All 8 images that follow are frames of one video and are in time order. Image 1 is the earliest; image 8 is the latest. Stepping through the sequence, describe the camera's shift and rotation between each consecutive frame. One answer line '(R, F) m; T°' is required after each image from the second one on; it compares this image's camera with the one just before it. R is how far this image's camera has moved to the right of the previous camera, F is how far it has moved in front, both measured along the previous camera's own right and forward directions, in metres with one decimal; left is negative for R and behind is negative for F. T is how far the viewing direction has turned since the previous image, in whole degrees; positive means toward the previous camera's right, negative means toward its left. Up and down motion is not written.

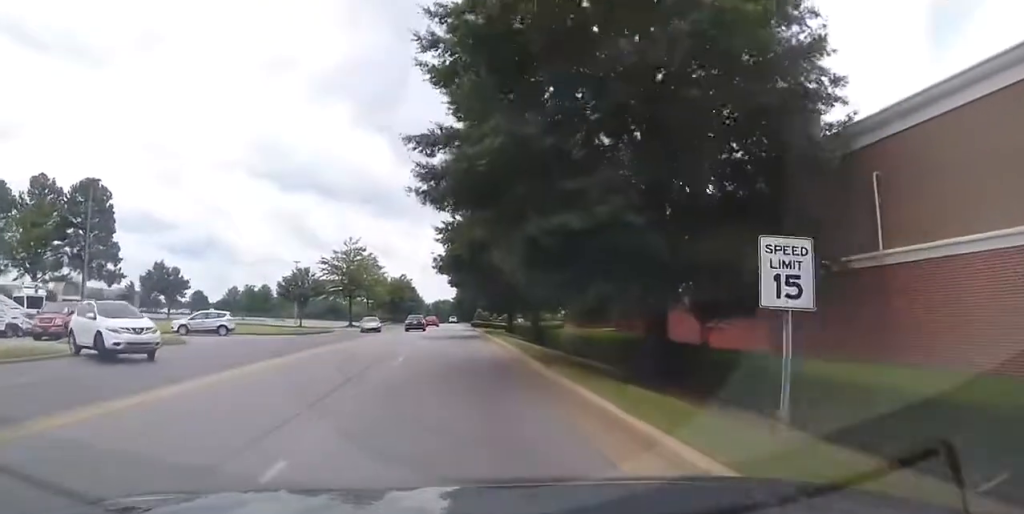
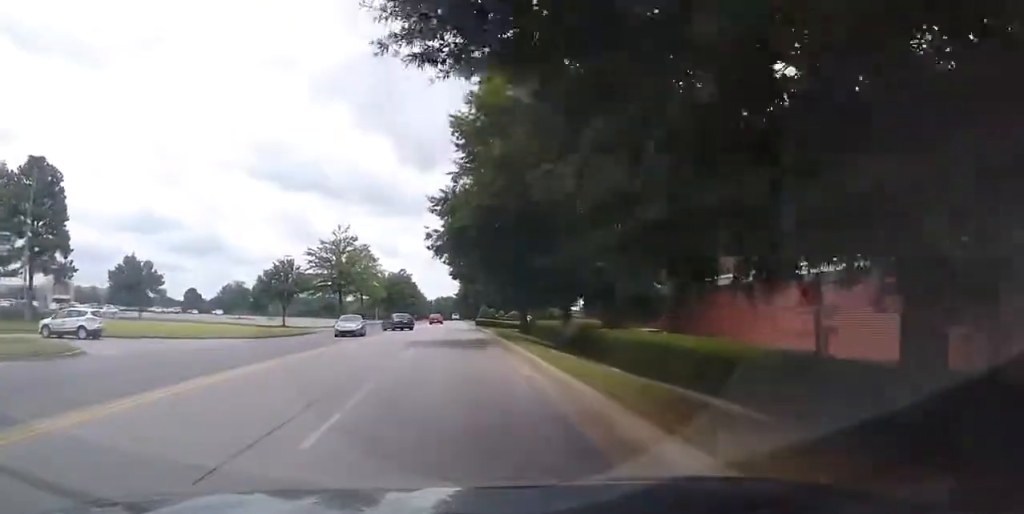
(0.0, +8.7) m; -2°
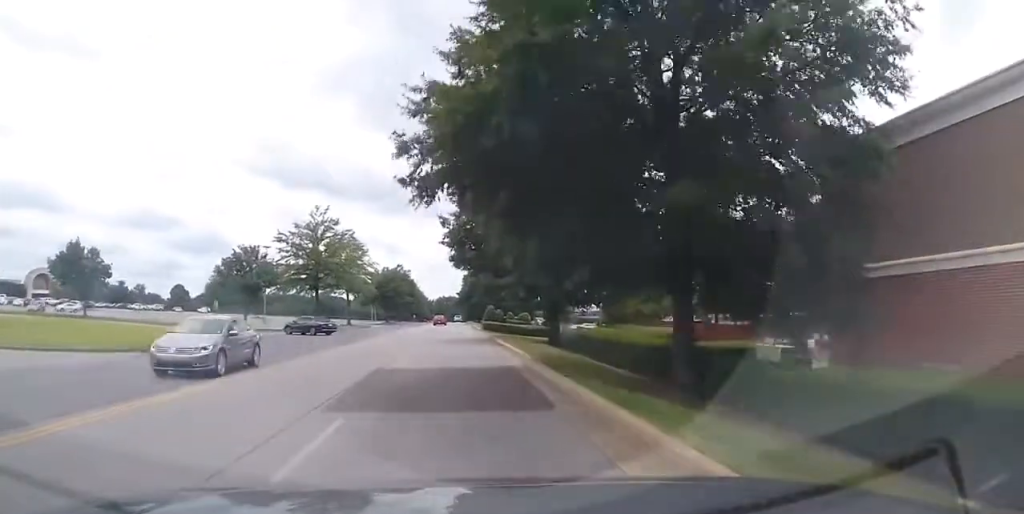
(-0.5, +13.3) m; -1°
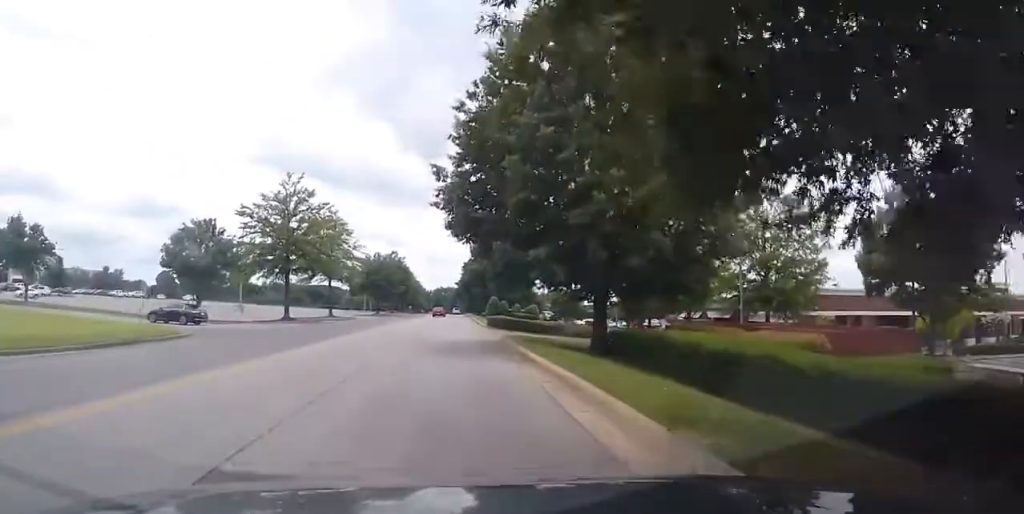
(+0.4, +10.5) m; +1°
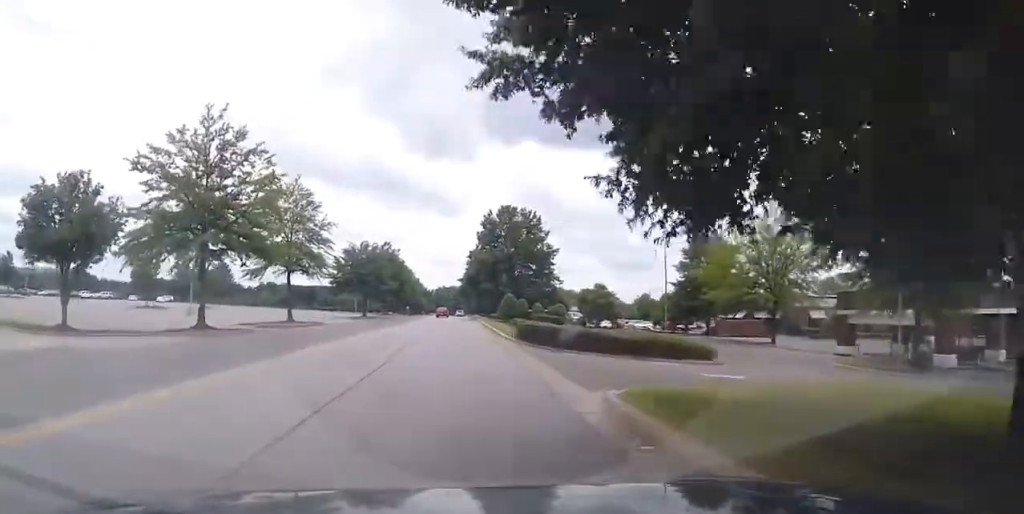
(-0.4, +18.1) m; -1°
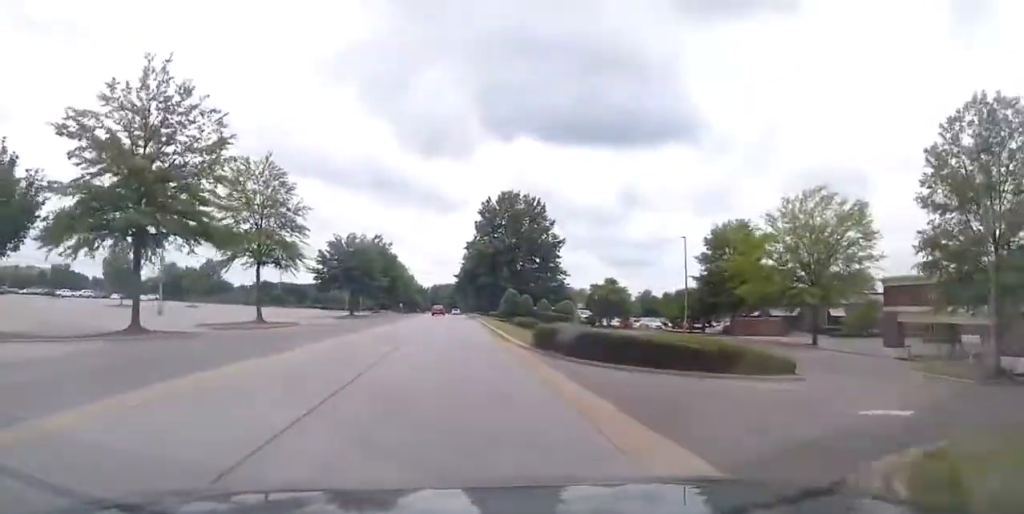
(0.0, +6.9) m; 0°
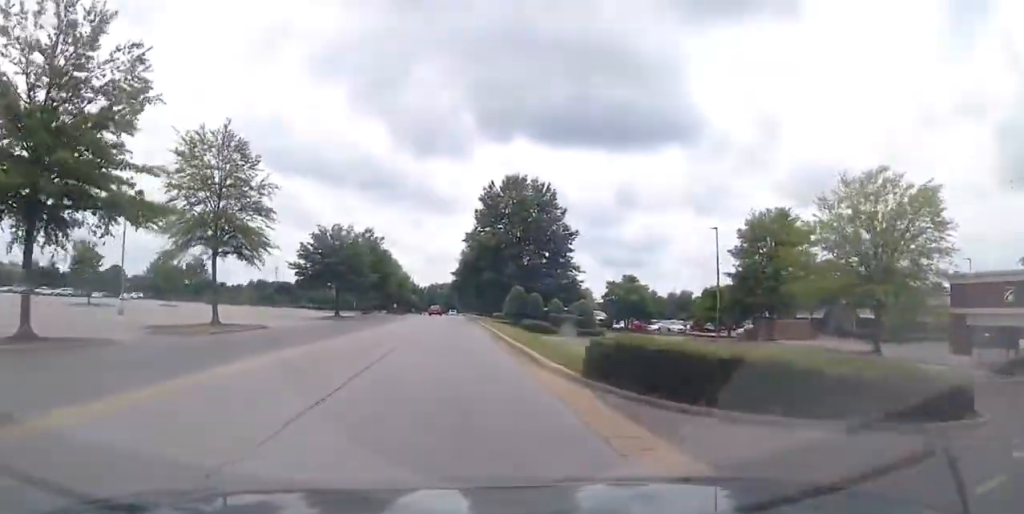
(+0.2, +7.6) m; -1°
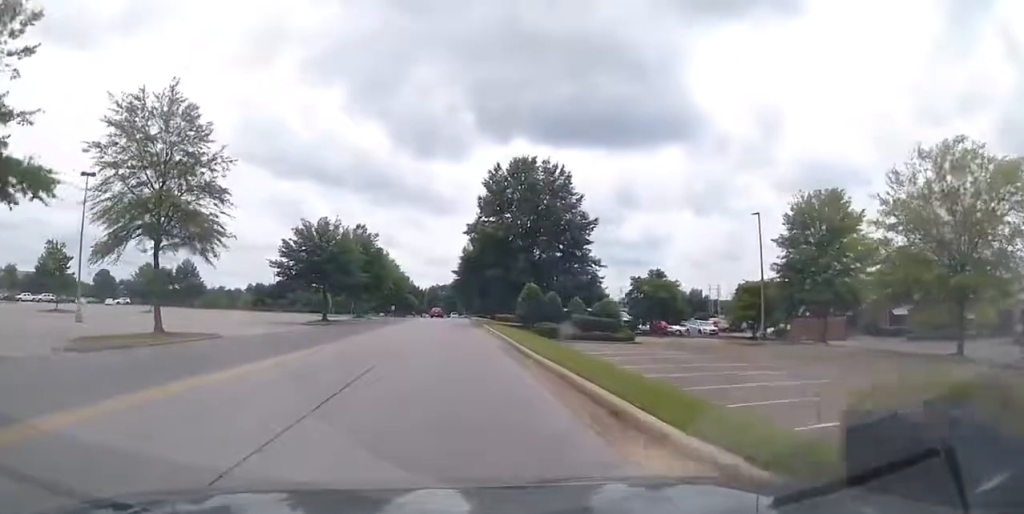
(-0.1, +7.3) m; 0°
